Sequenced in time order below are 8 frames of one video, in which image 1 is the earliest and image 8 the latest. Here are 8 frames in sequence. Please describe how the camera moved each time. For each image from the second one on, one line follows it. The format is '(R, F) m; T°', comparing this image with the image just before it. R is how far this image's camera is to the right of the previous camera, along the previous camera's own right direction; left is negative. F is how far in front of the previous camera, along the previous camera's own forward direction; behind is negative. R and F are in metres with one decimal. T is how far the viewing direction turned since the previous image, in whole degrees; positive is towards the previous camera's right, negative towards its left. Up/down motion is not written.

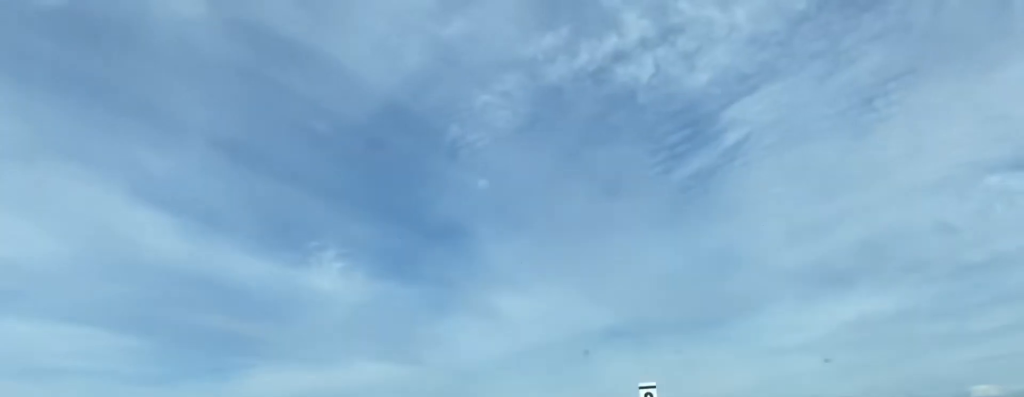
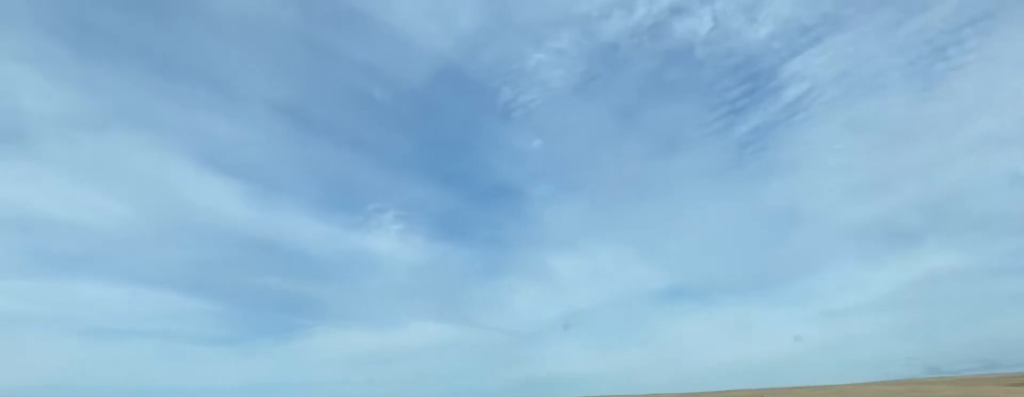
(-0.9, +23.6) m; -7°
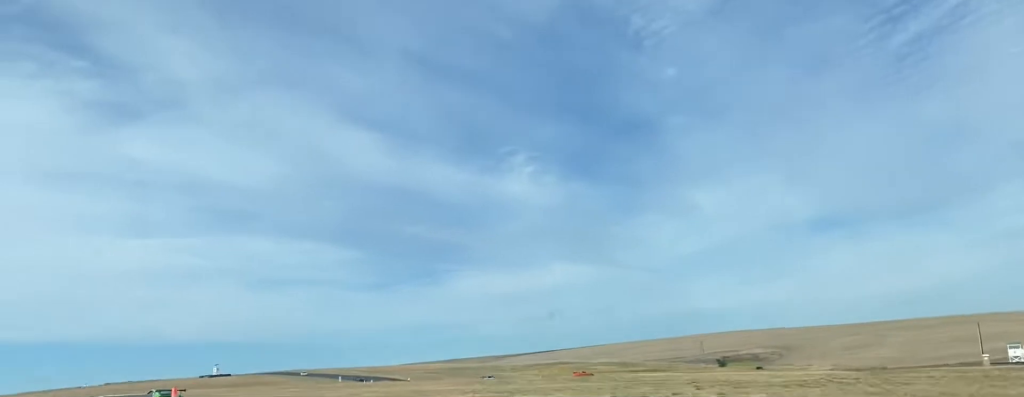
(-3.0, +30.5) m; -15°
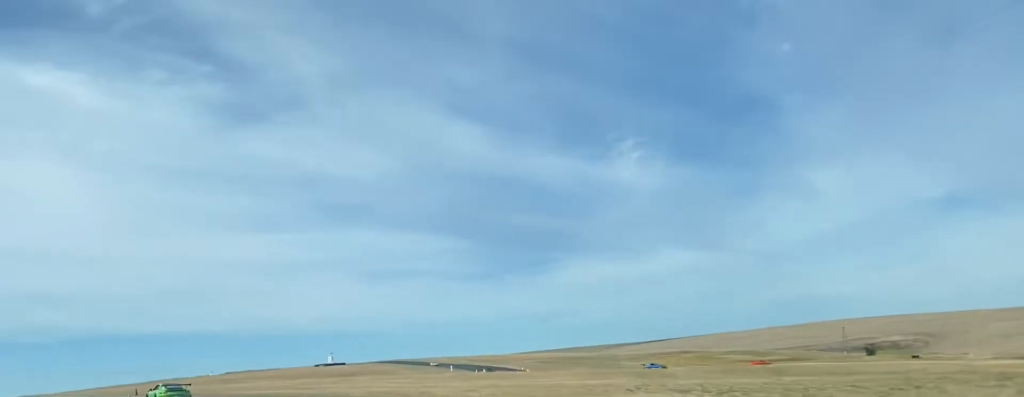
(-0.3, +13.7) m; -9°
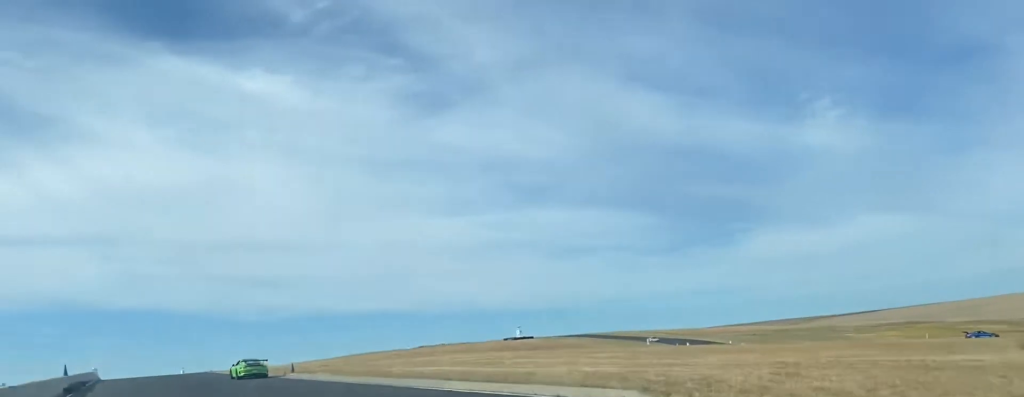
(-2.8, +18.5) m; -12°
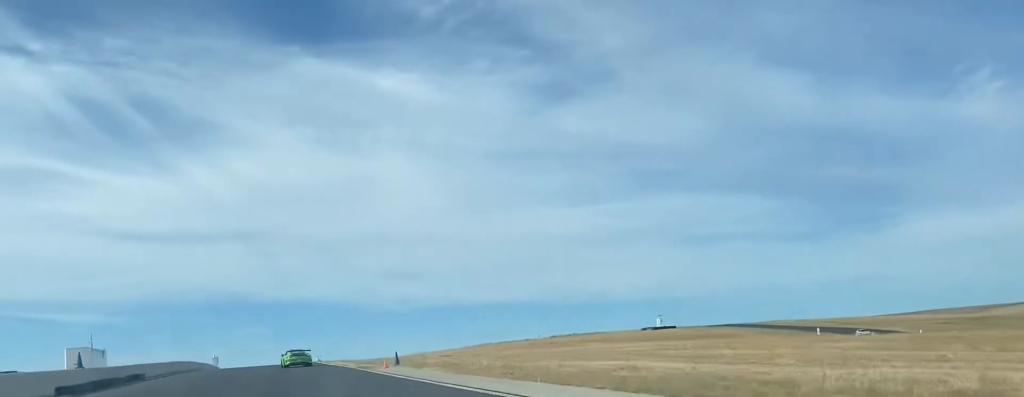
(-1.1, +18.9) m; -11°
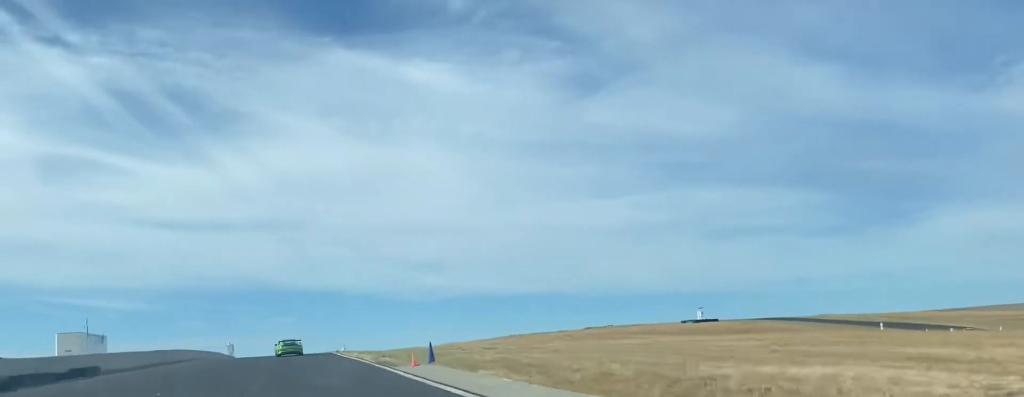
(-1.8, +13.3) m; -3°
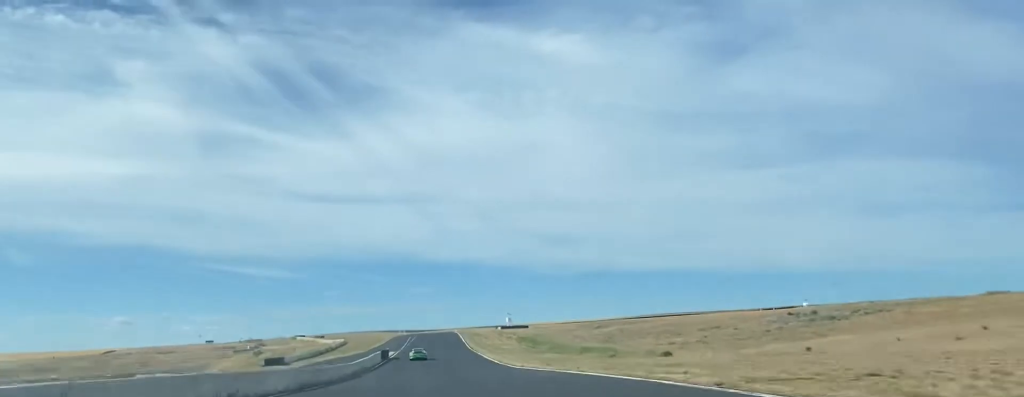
(-7.2, +134.8) m; -2°
